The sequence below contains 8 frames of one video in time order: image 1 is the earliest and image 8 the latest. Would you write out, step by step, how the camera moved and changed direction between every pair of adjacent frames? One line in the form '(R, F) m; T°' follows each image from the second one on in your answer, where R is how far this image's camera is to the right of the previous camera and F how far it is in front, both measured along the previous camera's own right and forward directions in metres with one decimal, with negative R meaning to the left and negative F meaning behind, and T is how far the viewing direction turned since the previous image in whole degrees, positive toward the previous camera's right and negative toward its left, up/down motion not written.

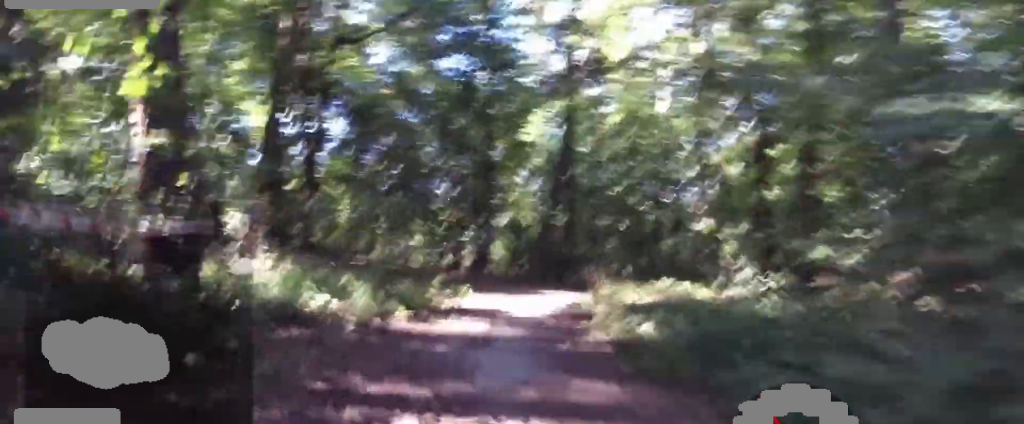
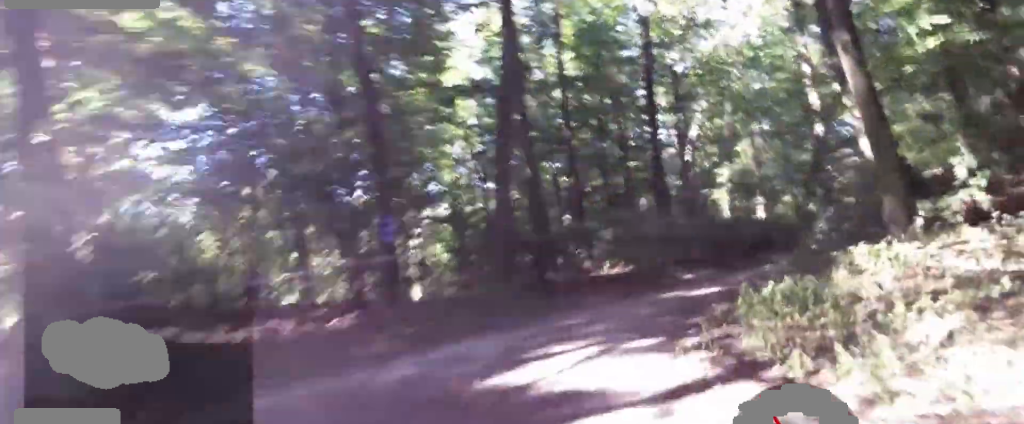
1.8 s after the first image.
(-0.6, +10.0) m; -7°
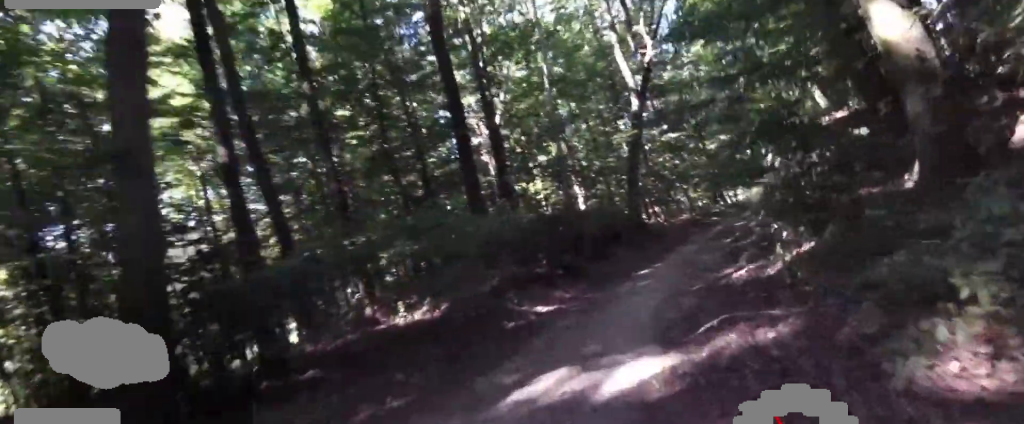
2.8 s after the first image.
(-0.2, +5.6) m; +9°
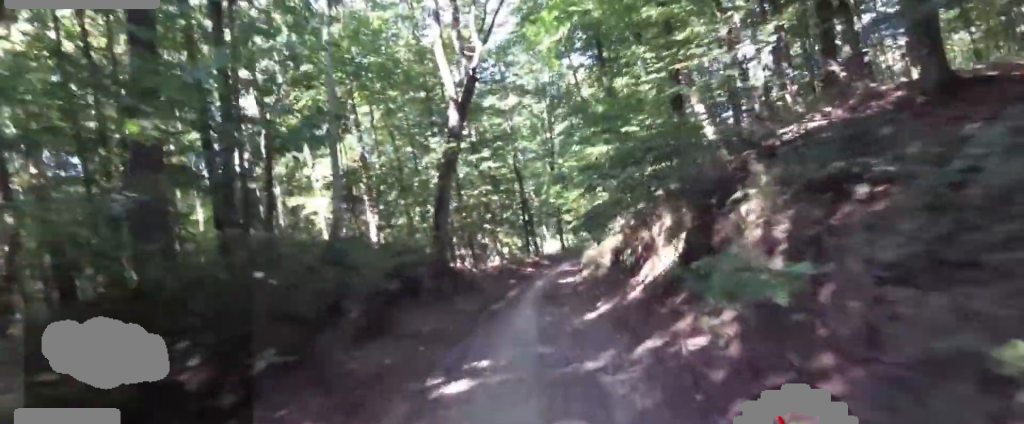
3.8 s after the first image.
(+0.8, +4.7) m; +23°
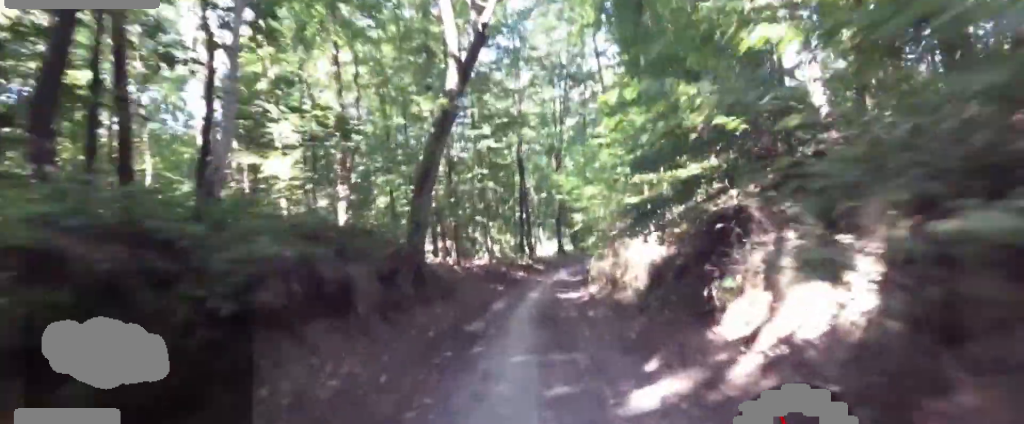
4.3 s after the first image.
(+1.1, +2.9) m; +10°
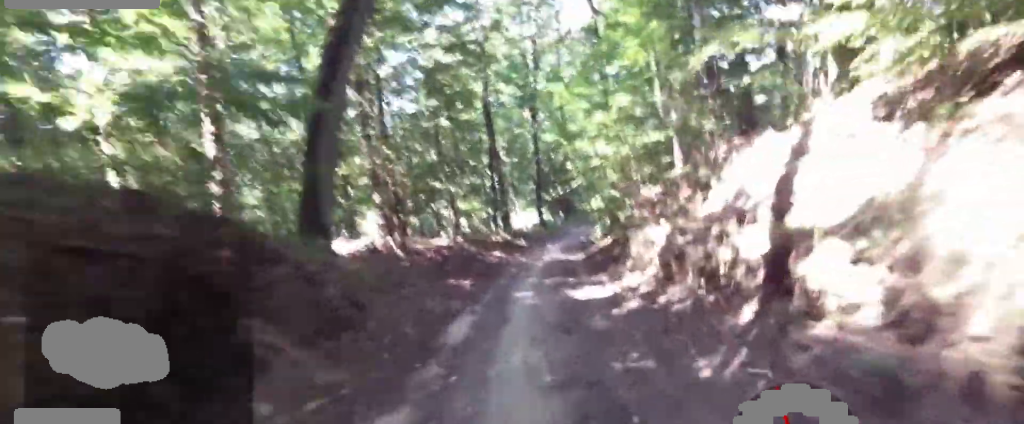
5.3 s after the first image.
(-0.7, +5.7) m; -2°
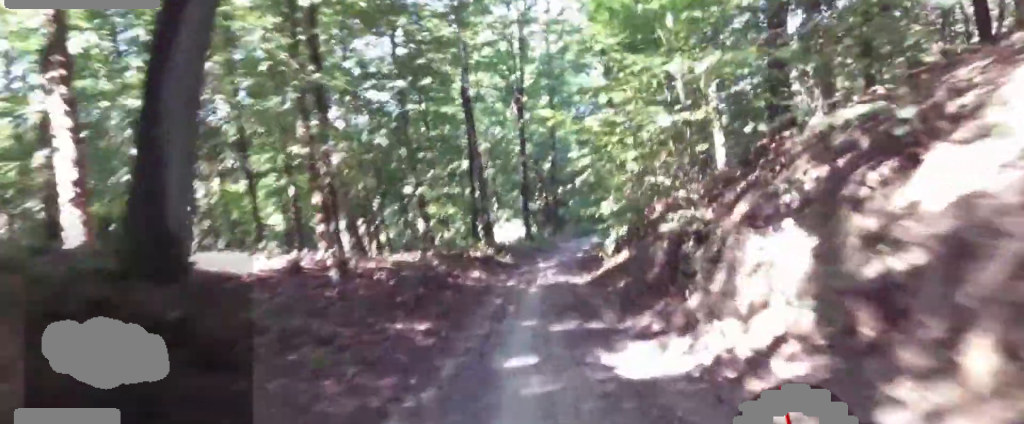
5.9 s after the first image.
(+0.2, +3.1) m; +5°
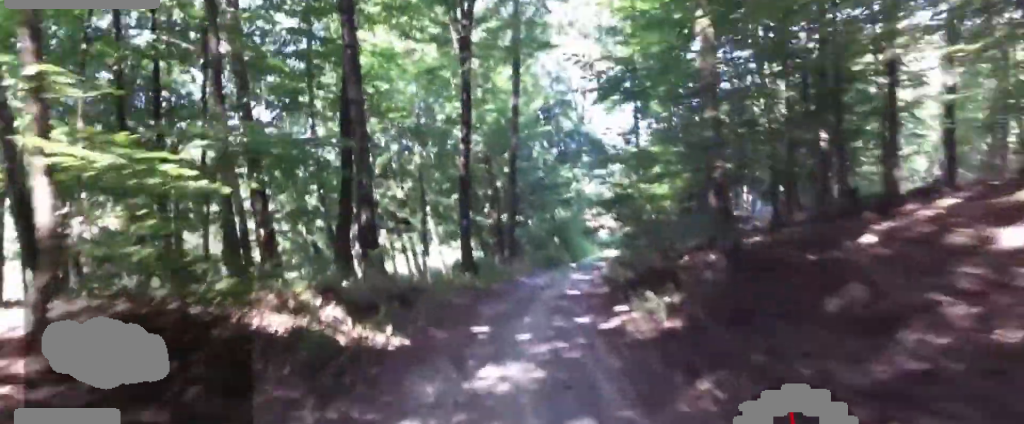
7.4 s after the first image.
(+1.3, +9.9) m; +10°
